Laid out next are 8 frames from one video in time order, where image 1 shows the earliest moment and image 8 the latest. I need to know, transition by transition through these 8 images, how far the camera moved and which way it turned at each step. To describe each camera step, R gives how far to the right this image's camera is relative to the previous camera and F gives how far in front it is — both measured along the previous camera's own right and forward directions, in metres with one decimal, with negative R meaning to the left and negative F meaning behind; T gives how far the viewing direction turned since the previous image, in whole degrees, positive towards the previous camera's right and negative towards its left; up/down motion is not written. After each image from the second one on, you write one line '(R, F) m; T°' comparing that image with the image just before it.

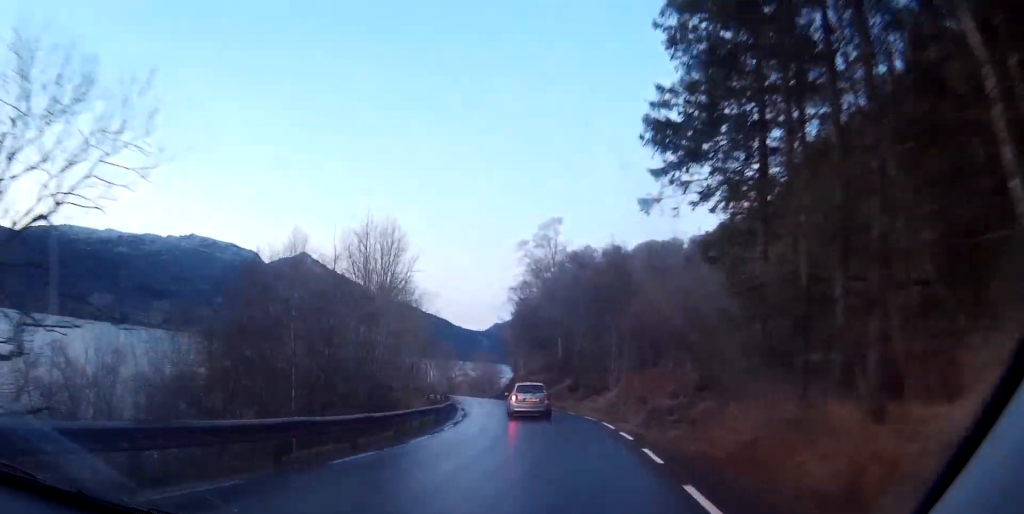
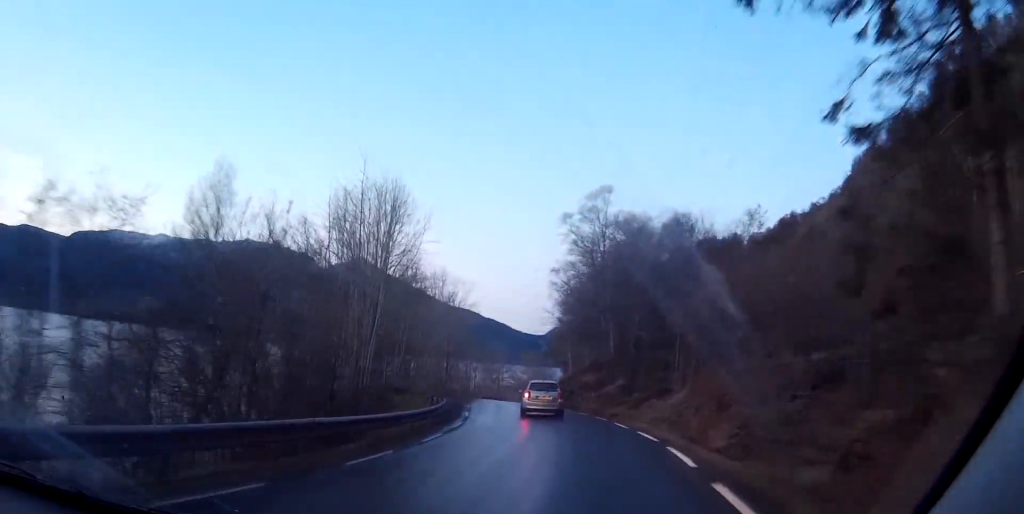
(-0.5, +12.0) m; -5°
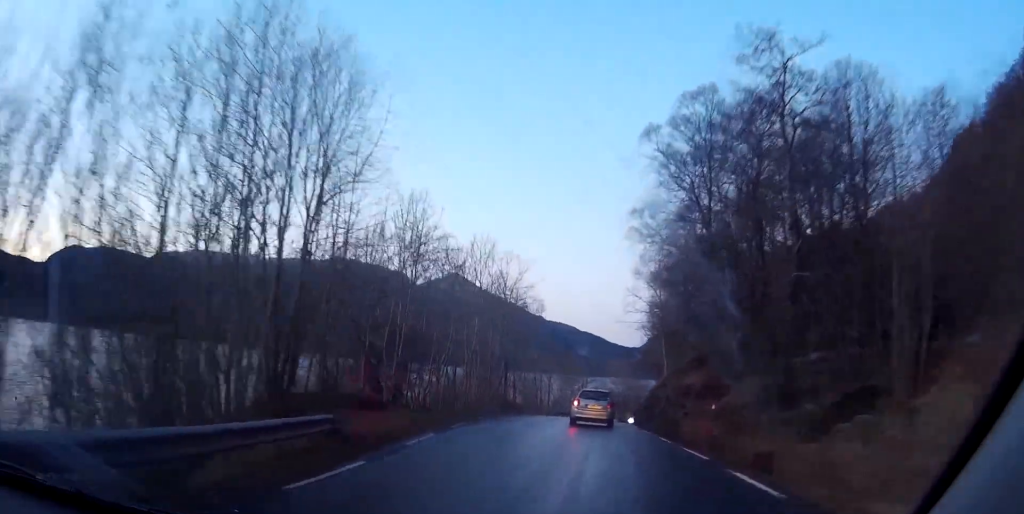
(-1.3, +21.0) m; -6°
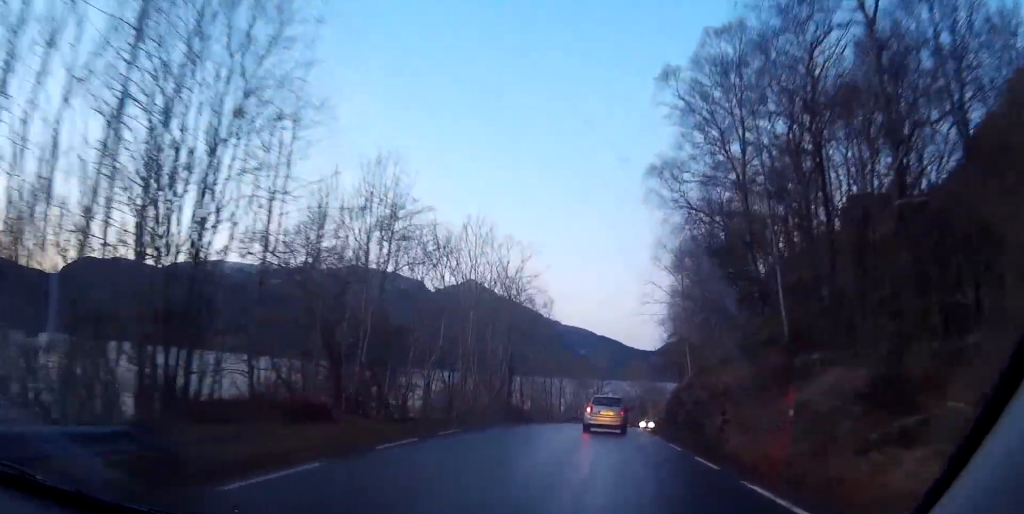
(-0.1, +6.9) m; -1°
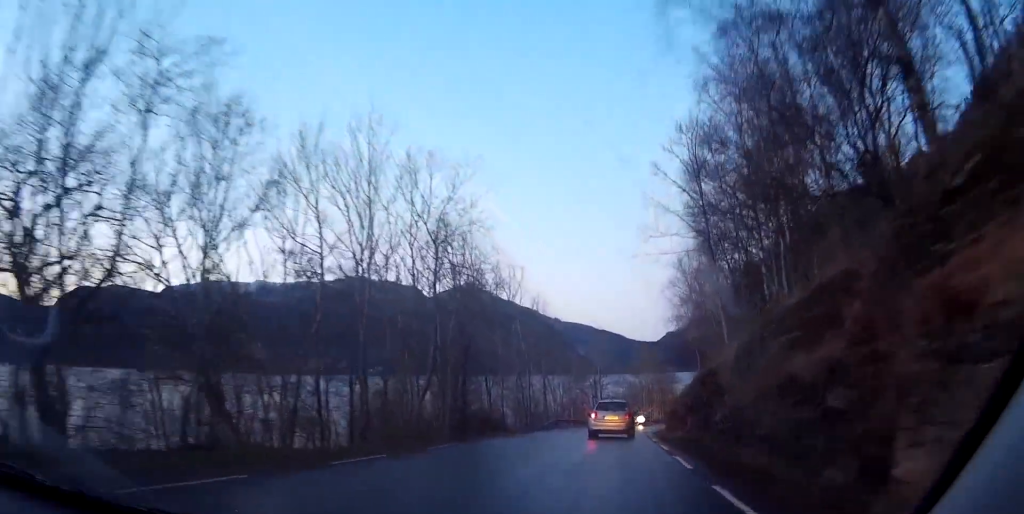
(-0.3, +17.8) m; -2°
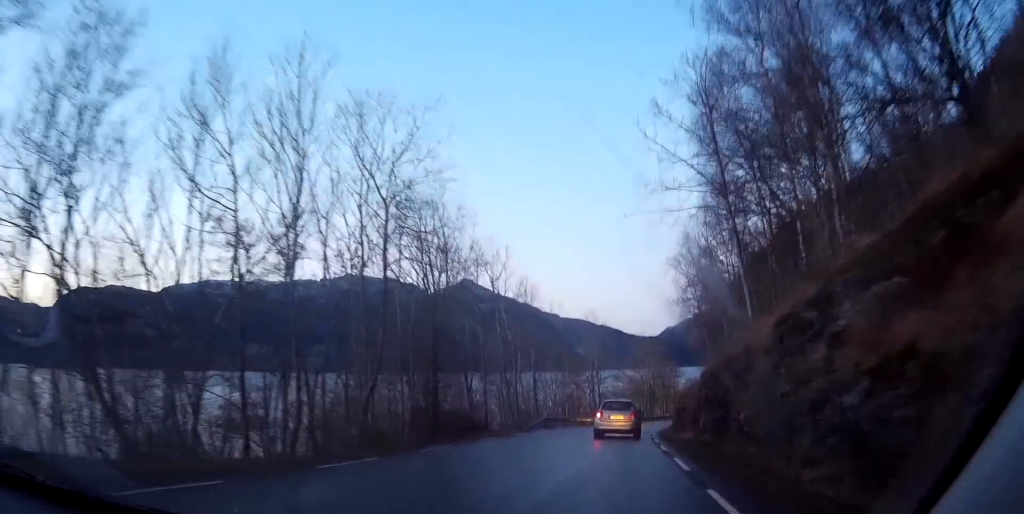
(0.0, +6.5) m; 0°
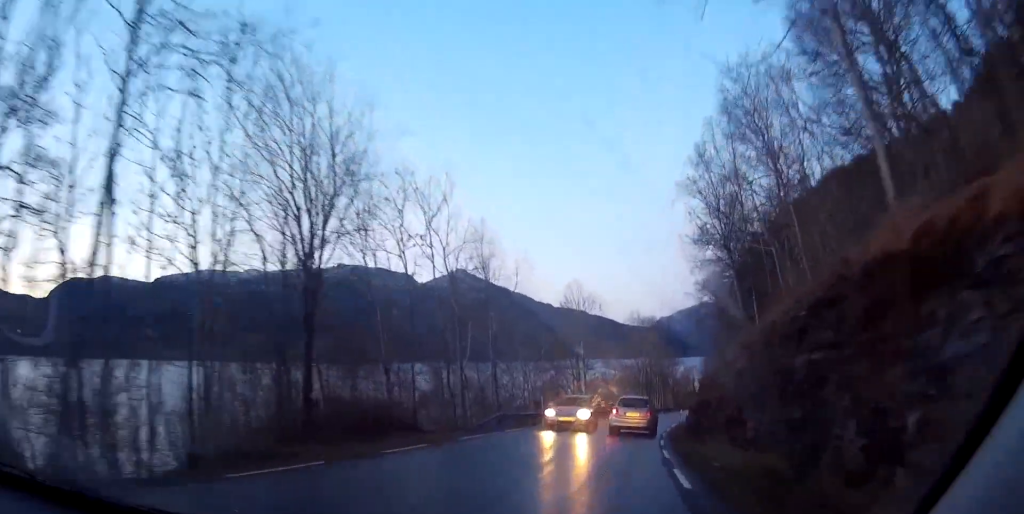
(-0.1, +14.8) m; 0°
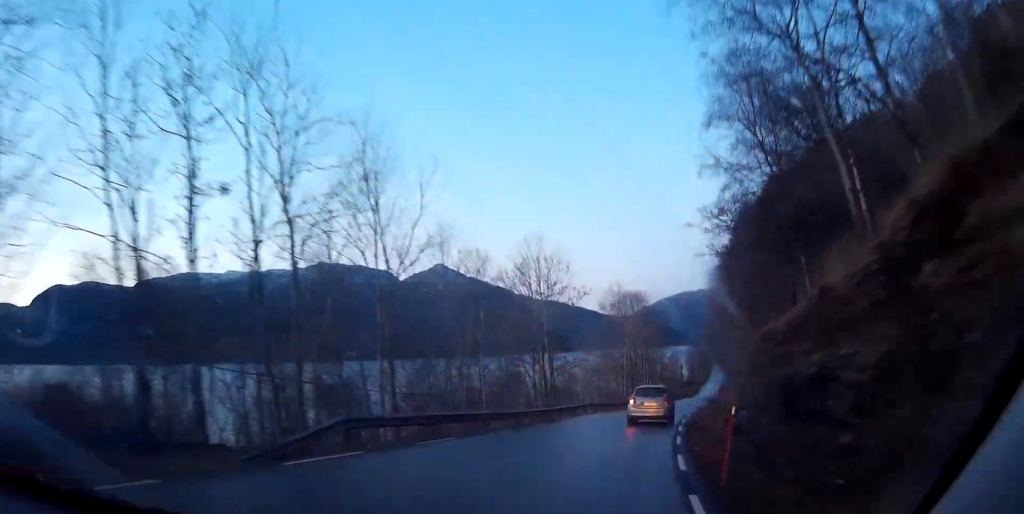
(+0.2, +15.9) m; +2°
